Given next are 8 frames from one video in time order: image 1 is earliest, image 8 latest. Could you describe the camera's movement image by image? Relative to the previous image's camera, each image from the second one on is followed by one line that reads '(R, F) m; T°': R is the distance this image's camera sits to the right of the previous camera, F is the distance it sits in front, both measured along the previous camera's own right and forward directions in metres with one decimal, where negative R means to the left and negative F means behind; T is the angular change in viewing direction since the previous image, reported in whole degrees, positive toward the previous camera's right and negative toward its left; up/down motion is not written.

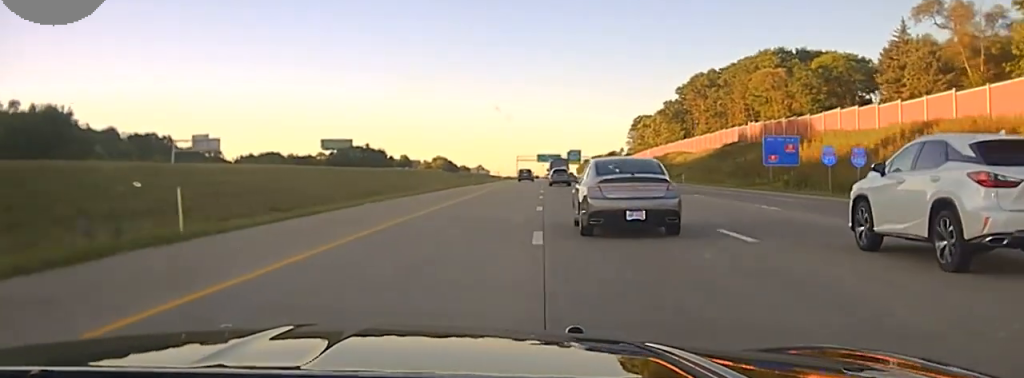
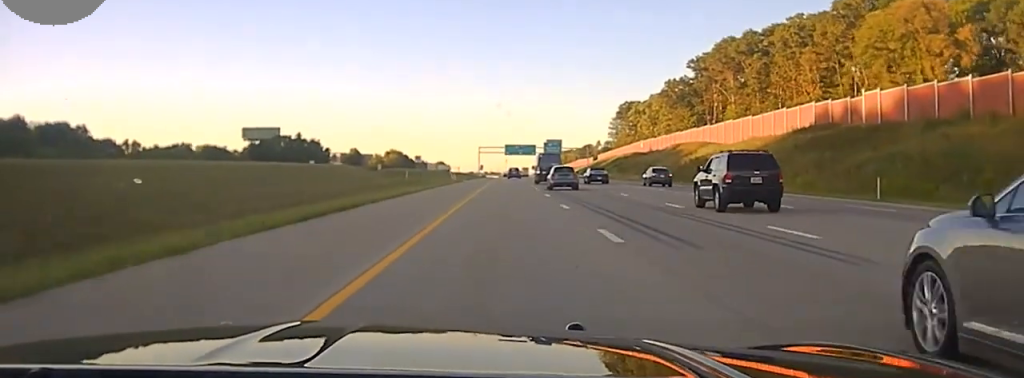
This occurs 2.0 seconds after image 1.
(+0.1, +74.2) m; +1°
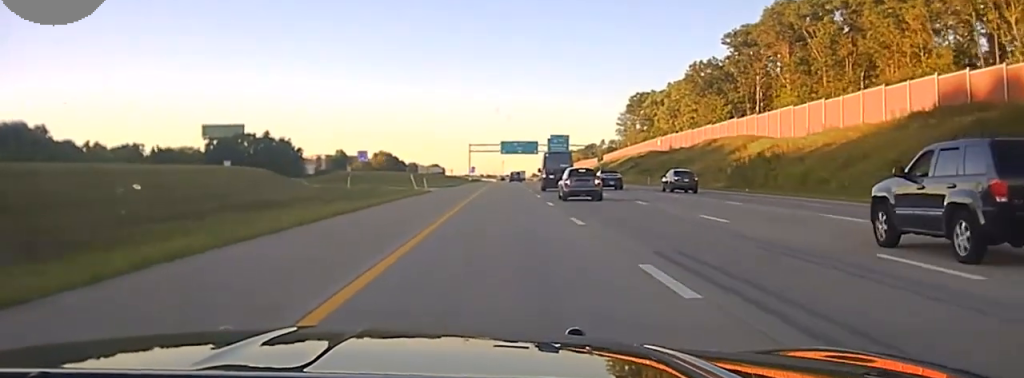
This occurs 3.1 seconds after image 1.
(+0.4, +43.2) m; 0°
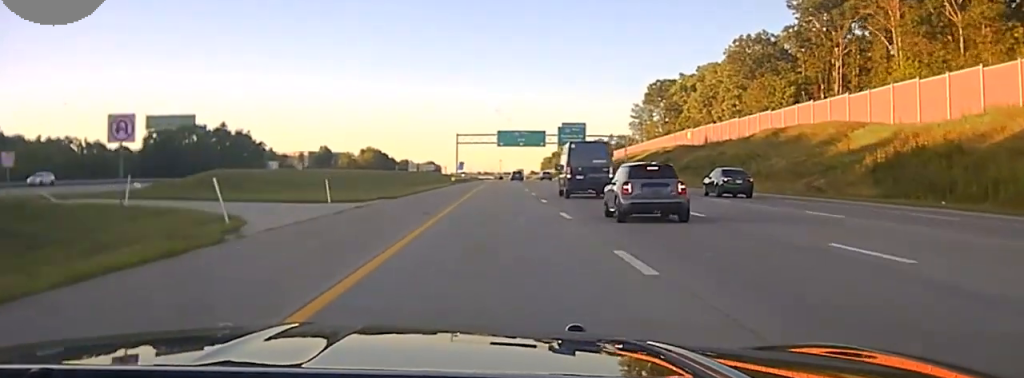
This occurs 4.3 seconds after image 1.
(-0.3, +47.7) m; 0°
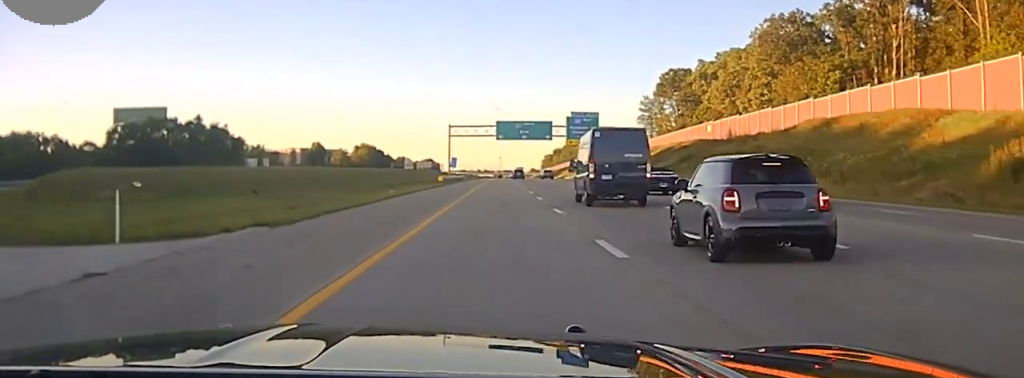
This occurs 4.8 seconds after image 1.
(-0.1, +22.3) m; 0°
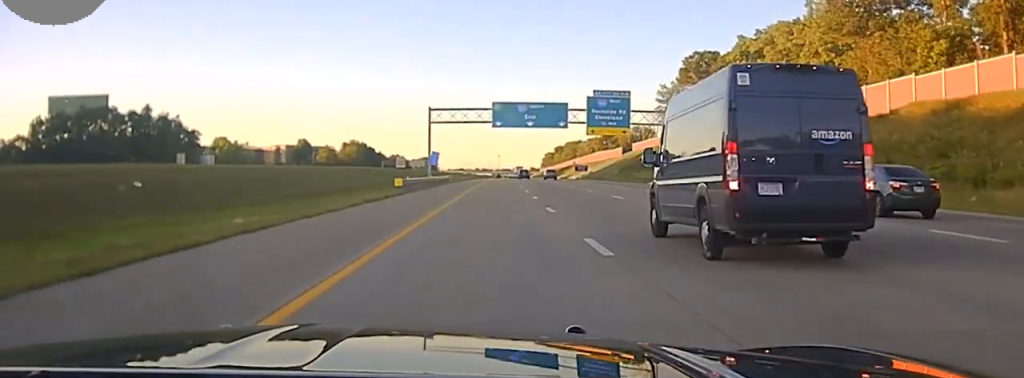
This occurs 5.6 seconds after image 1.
(+0.2, +34.5) m; 0°
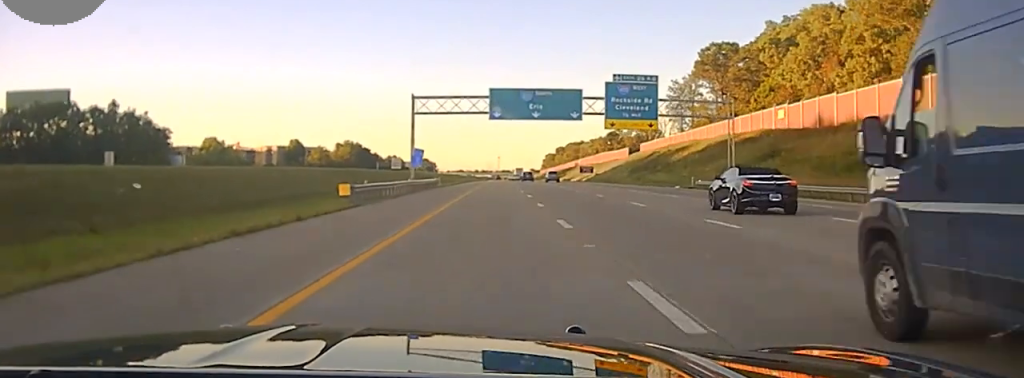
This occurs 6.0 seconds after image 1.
(0.0, +19.1) m; 0°
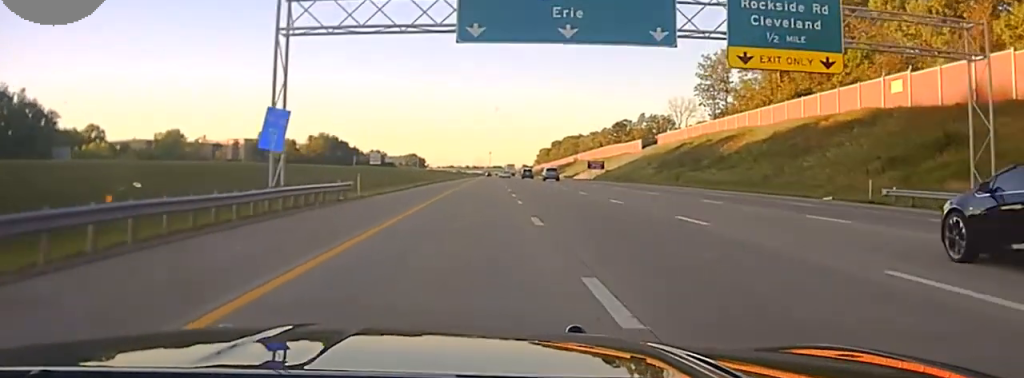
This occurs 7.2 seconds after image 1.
(+0.2, +50.6) m; +1°
